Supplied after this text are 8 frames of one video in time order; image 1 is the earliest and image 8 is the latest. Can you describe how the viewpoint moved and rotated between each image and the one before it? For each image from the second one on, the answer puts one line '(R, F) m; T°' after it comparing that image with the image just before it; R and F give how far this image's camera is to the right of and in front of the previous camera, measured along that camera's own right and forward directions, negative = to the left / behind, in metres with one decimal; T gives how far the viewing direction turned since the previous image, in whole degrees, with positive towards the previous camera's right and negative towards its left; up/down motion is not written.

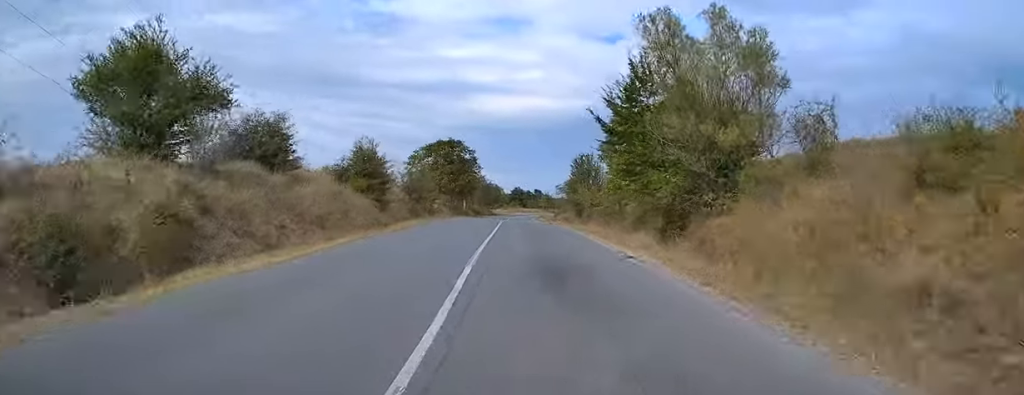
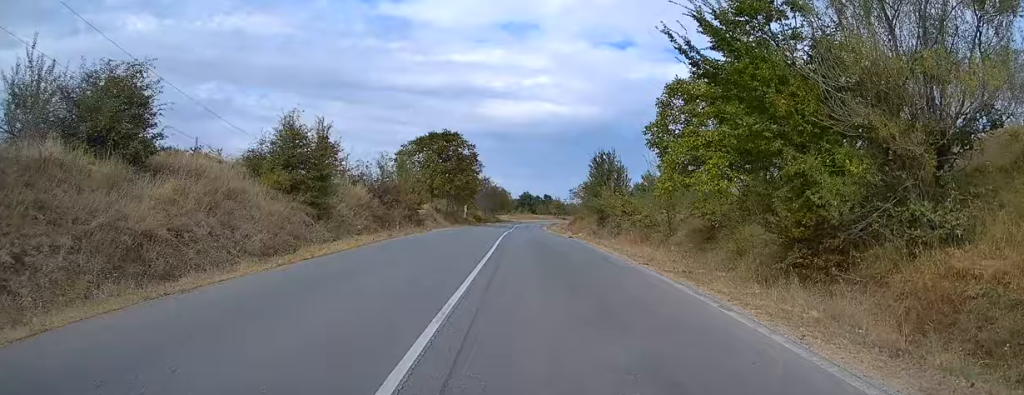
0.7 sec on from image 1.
(-0.2, +13.4) m; -1°
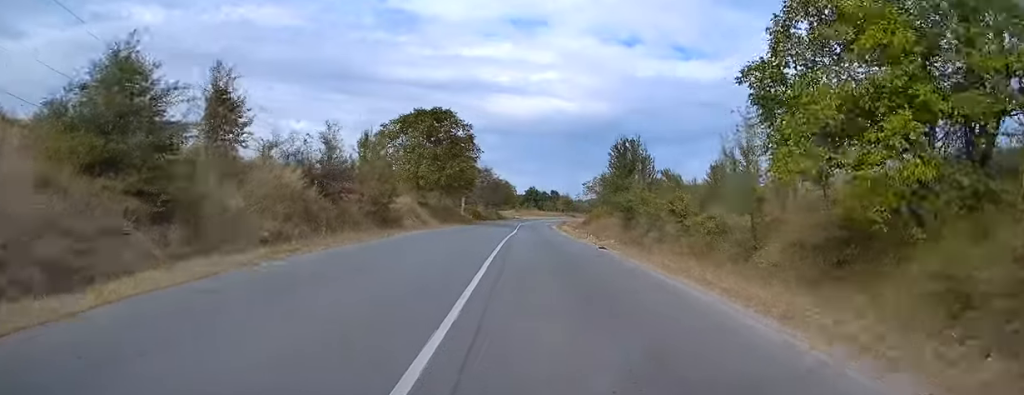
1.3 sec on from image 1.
(0.0, +12.1) m; -1°
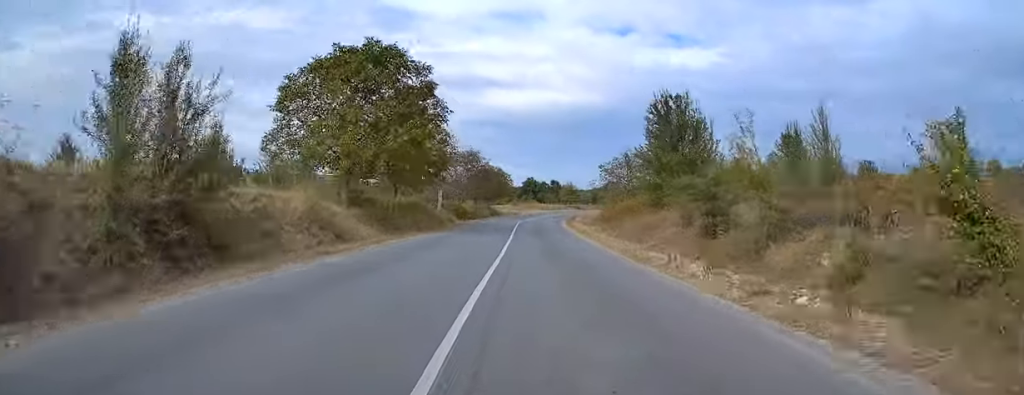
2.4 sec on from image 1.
(-0.4, +20.7) m; -1°
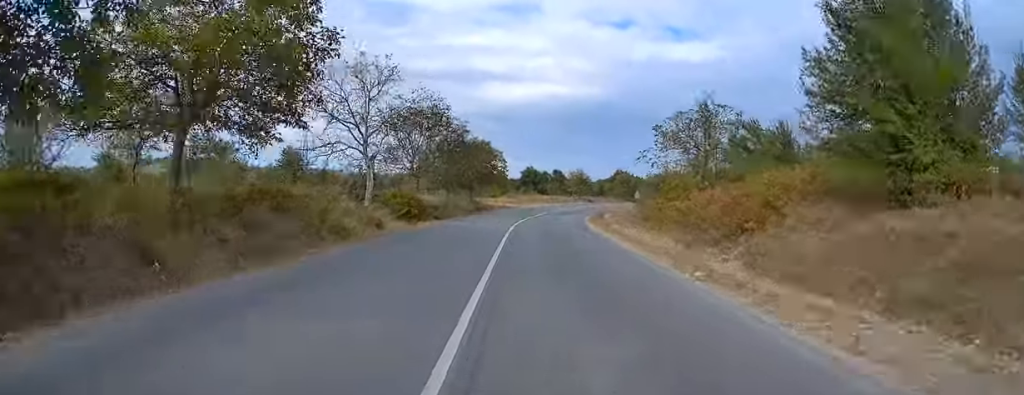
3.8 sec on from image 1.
(+0.3, +27.0) m; +1°
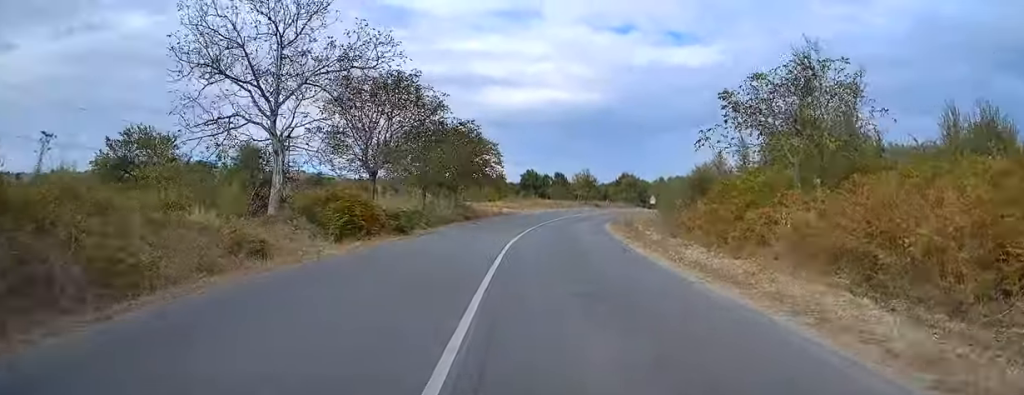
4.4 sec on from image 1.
(0.0, +12.6) m; +1°
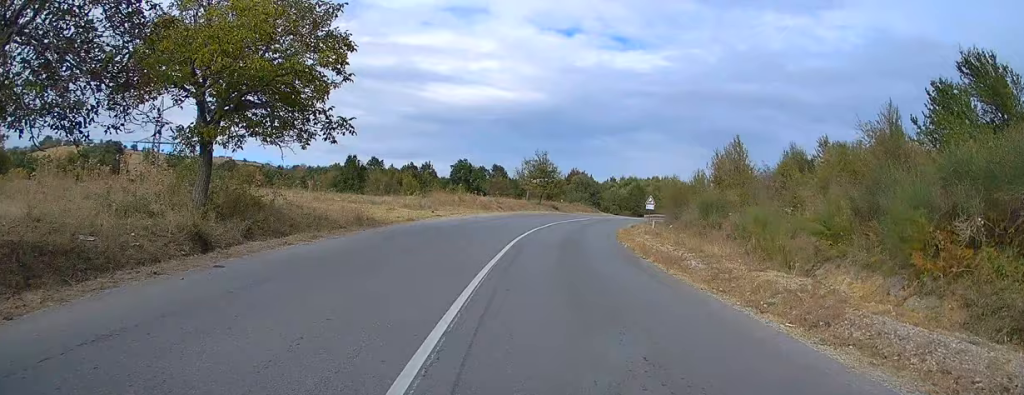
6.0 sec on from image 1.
(+1.0, +33.0) m; +5°
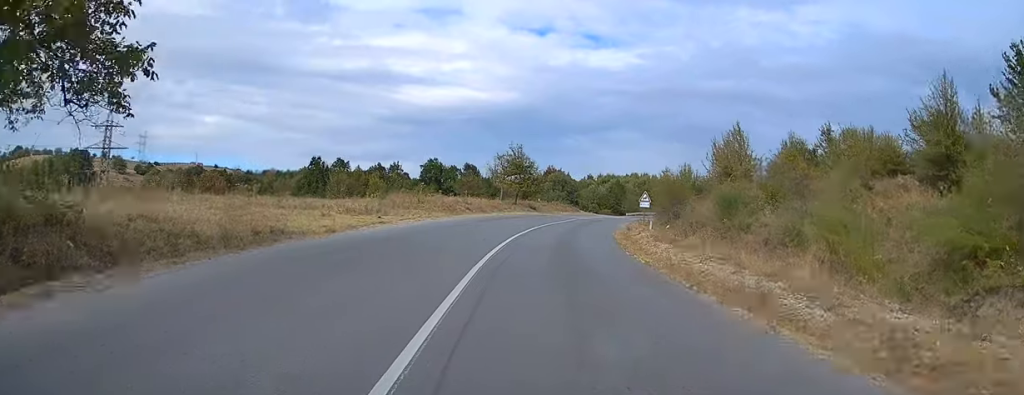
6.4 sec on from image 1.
(0.0, +8.1) m; +2°
